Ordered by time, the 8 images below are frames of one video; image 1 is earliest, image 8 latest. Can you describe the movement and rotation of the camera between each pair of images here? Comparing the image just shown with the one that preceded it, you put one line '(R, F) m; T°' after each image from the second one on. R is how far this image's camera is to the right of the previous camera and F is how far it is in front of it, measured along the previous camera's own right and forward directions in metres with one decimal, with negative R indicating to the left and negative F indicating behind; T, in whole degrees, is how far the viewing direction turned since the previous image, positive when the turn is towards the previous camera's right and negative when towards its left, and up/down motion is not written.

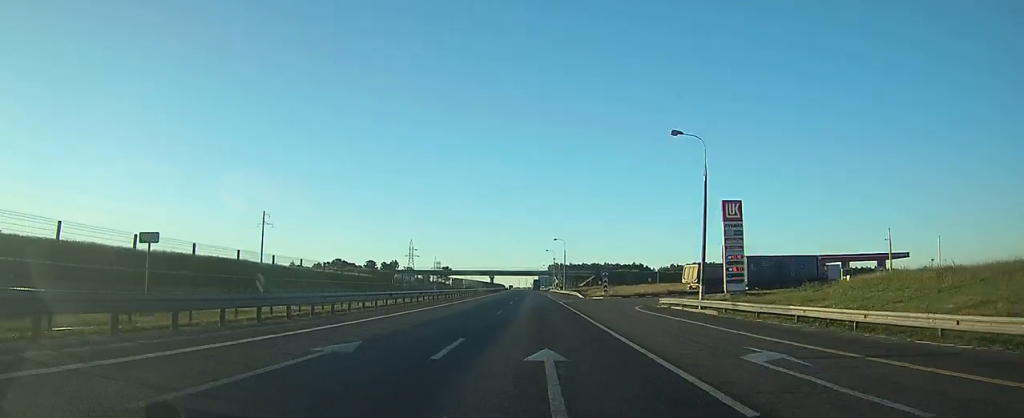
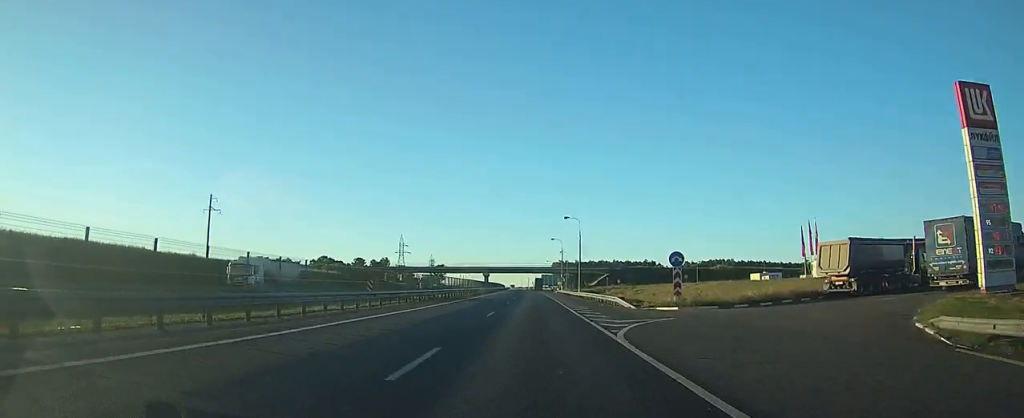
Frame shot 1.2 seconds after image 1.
(+0.1, +34.9) m; -1°
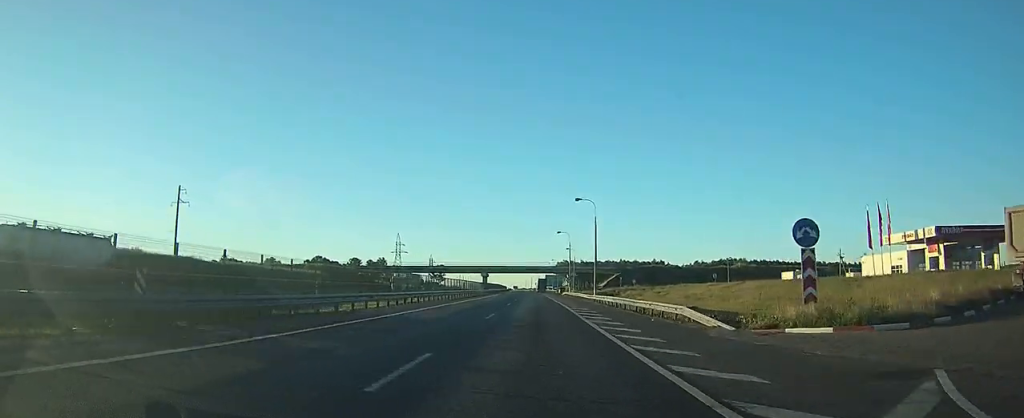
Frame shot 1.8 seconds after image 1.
(-0.2, +16.9) m; -1°
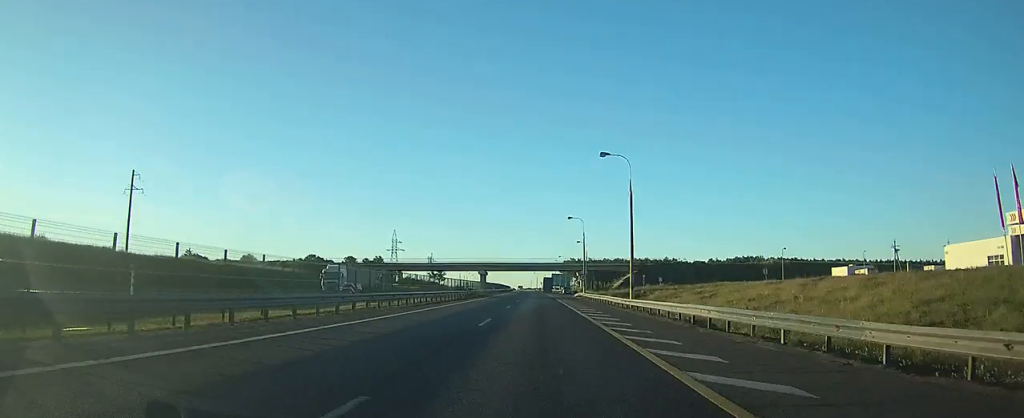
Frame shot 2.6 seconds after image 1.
(-0.2, +20.6) m; -1°
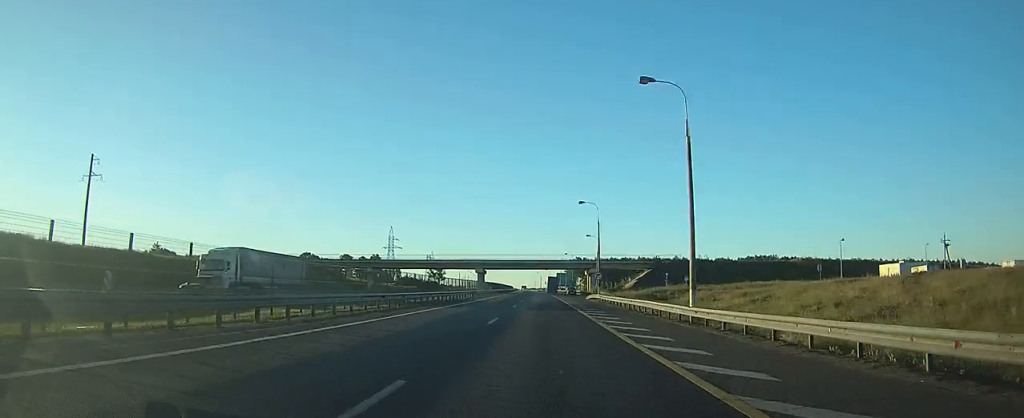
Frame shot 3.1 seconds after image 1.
(-0.1, +15.0) m; 0°
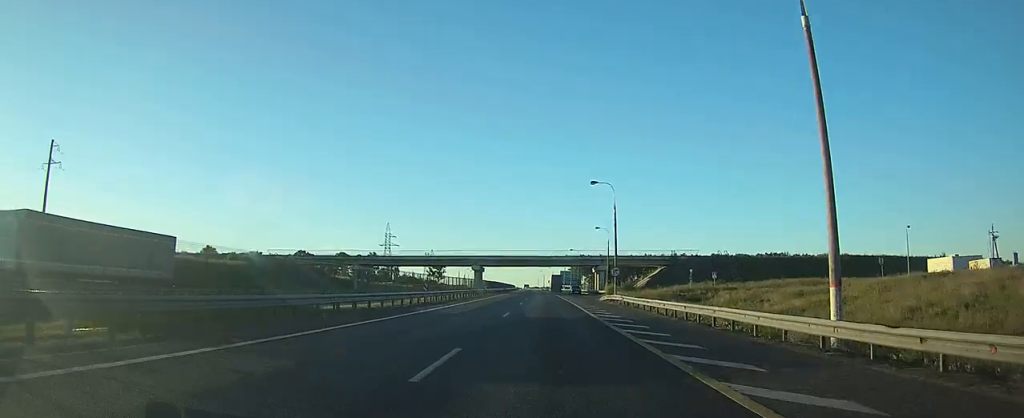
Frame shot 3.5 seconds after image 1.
(-0.1, +12.2) m; 0°
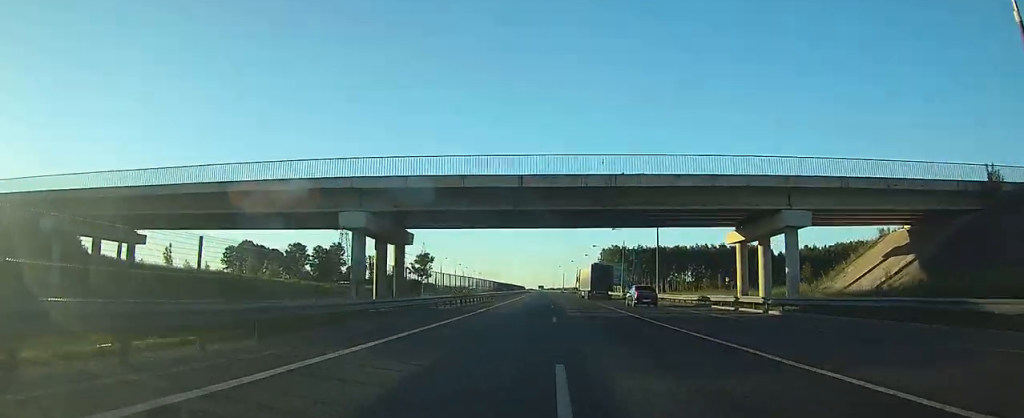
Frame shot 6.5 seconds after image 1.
(-1.0, +82.3) m; -1°
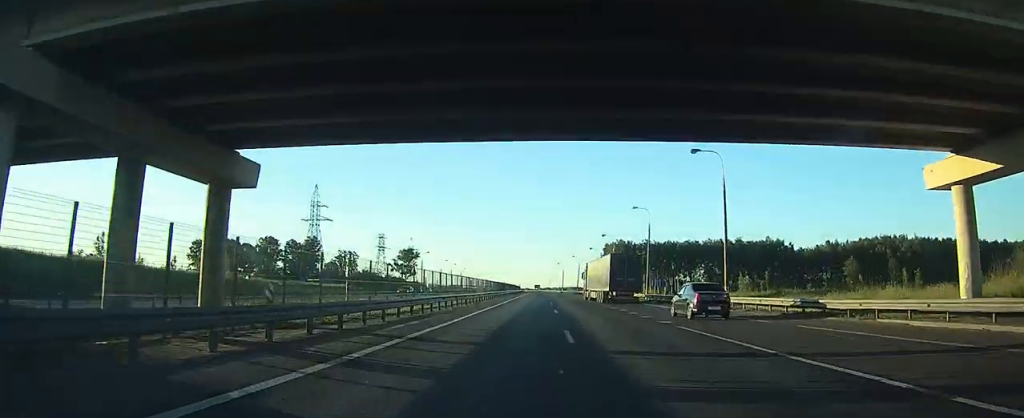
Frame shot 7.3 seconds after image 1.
(0.0, +24.3) m; 0°
